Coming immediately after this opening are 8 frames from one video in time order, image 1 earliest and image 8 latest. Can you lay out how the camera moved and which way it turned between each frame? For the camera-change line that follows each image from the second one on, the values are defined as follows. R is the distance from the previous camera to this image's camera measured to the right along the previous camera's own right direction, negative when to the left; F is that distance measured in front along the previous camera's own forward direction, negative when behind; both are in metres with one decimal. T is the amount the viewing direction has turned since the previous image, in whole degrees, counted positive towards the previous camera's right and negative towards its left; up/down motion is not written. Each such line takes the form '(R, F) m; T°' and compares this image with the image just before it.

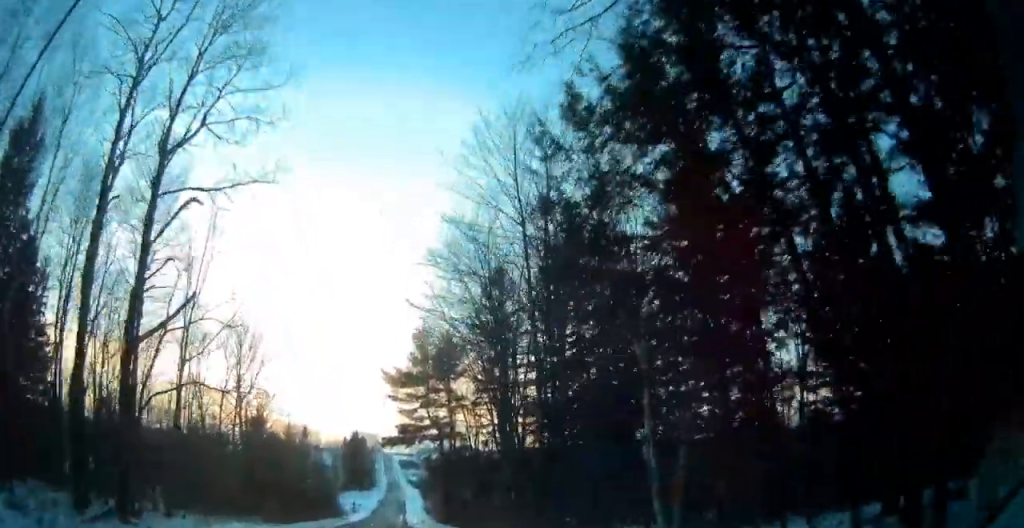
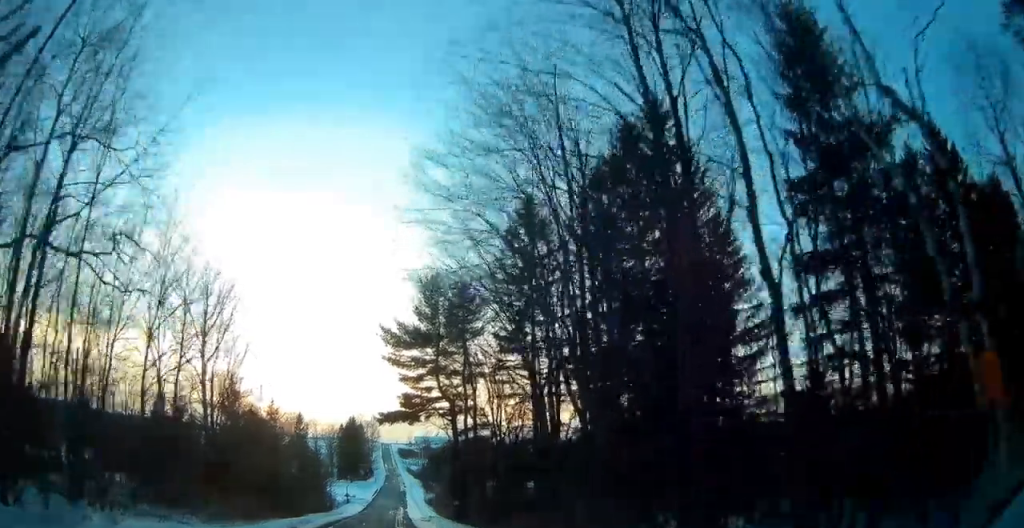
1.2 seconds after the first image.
(0.0, +9.7) m; +1°
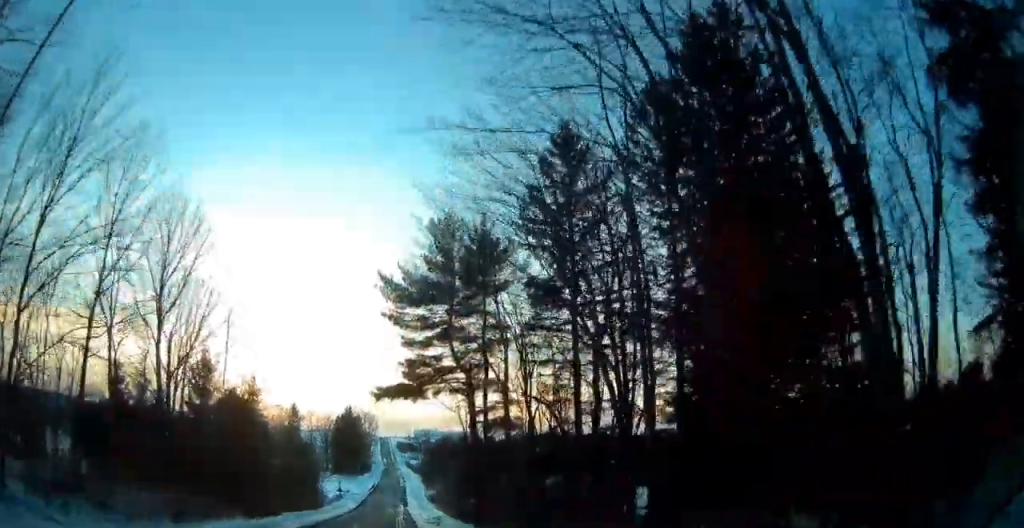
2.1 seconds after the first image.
(+0.1, +8.1) m; +1°
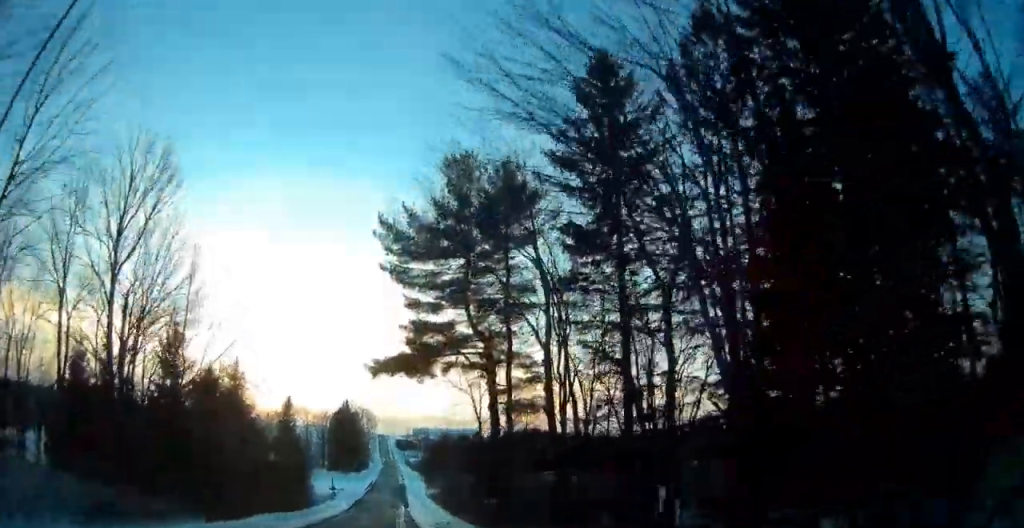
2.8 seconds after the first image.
(0.0, +6.0) m; 0°
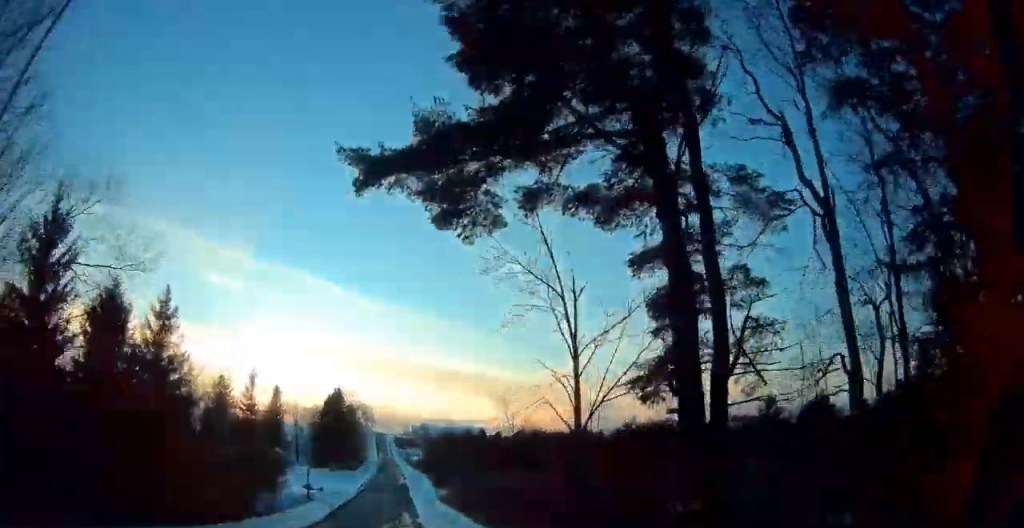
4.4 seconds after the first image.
(-0.1, +16.1) m; 0°
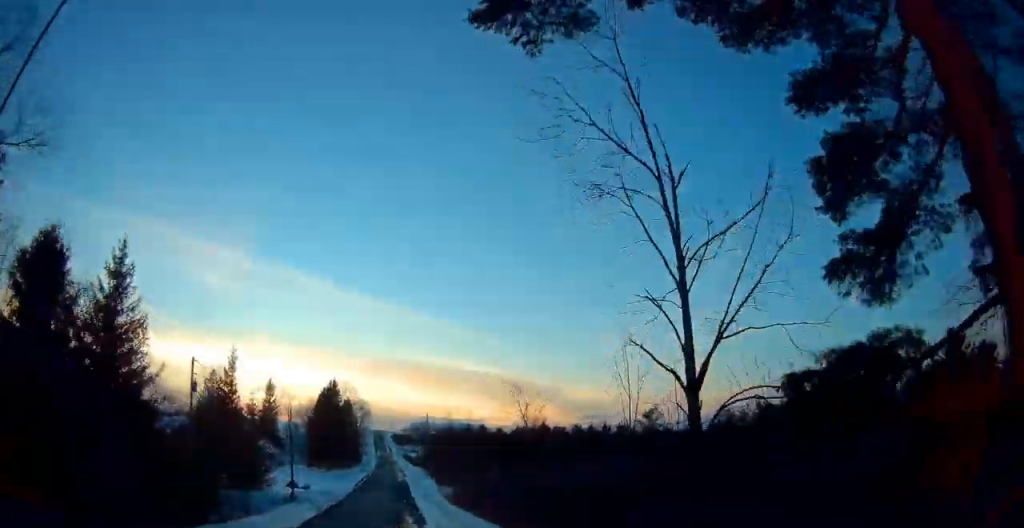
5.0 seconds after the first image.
(-0.1, +6.6) m; +1°
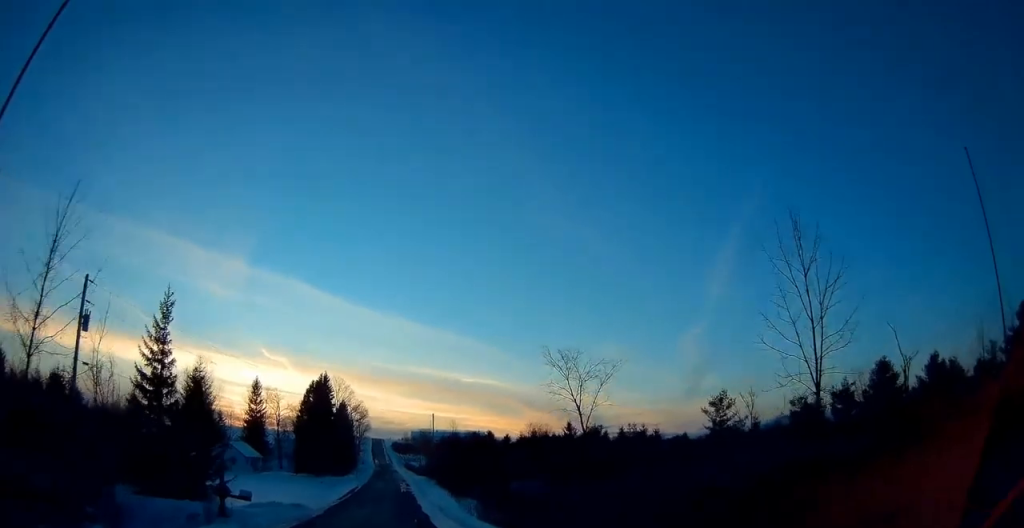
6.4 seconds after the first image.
(+0.4, +16.2) m; -1°
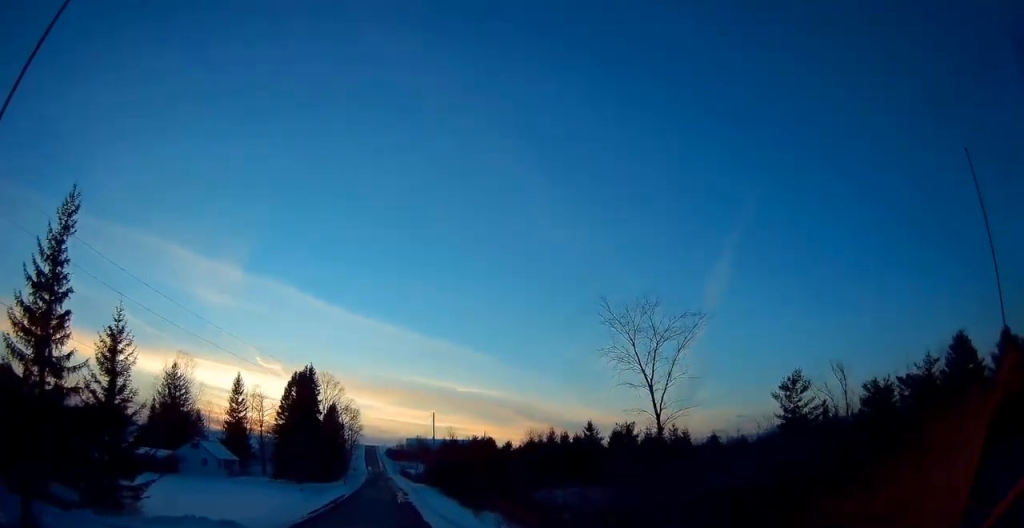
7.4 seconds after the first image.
(-0.7, +13.5) m; -1°
